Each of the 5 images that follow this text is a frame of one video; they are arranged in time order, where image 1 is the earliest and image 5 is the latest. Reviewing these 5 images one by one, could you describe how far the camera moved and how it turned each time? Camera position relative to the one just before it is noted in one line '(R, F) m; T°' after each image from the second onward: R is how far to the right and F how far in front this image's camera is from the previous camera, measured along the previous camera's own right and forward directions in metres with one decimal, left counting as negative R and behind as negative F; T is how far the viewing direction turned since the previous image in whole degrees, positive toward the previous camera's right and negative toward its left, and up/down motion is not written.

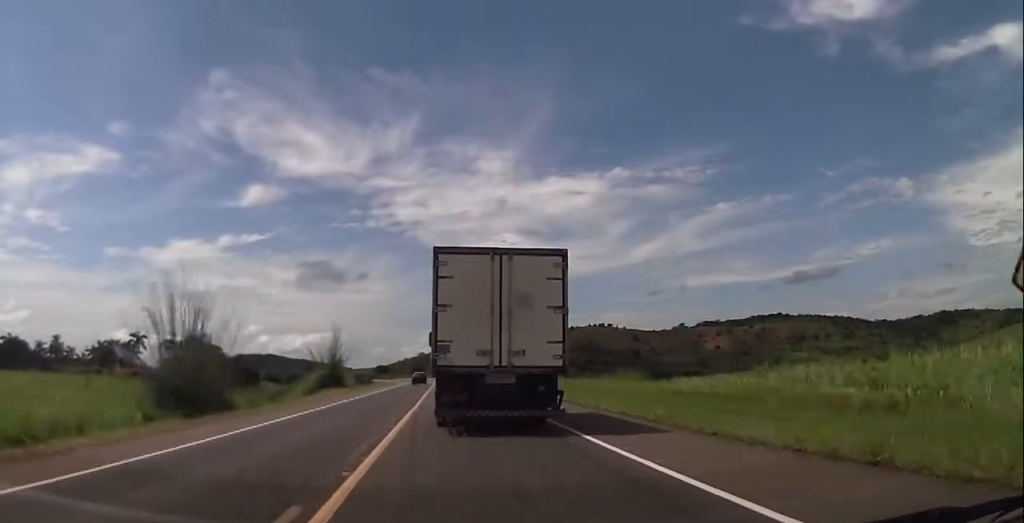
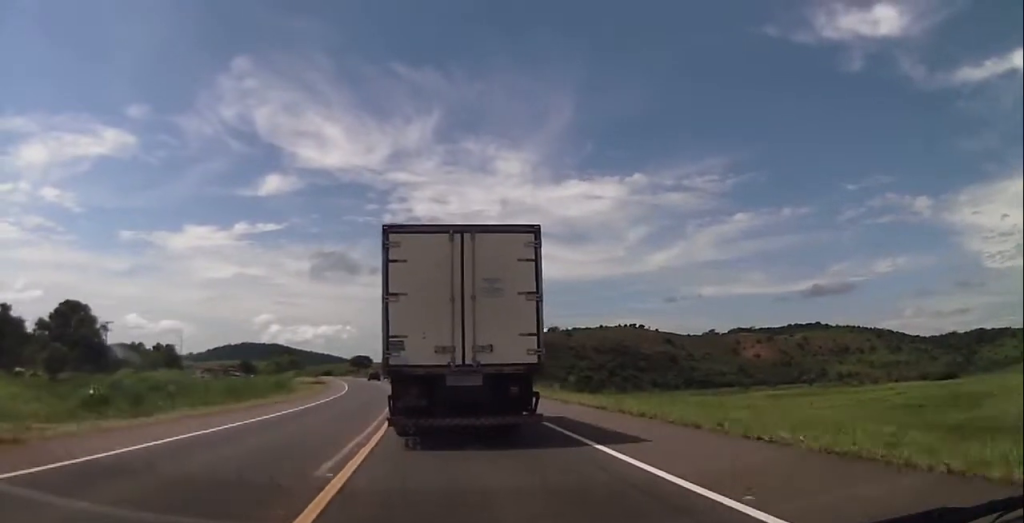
(-0.6, +94.6) m; 0°
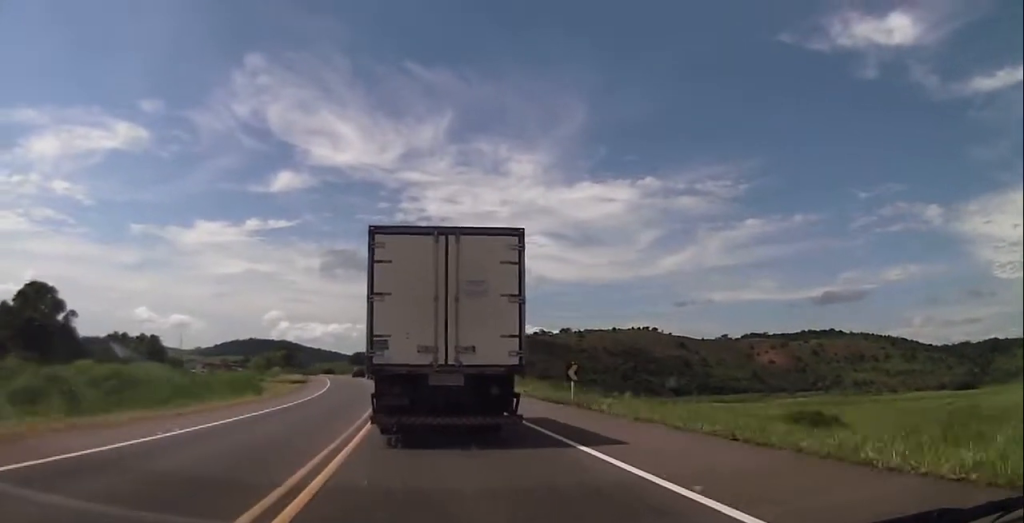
(+0.2, +16.8) m; -1°
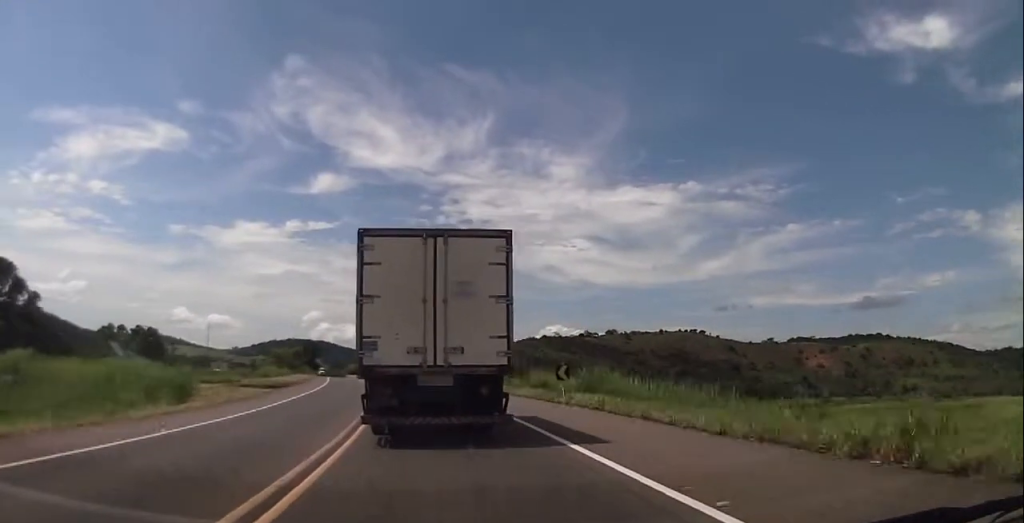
(-0.5, +25.1) m; -3°
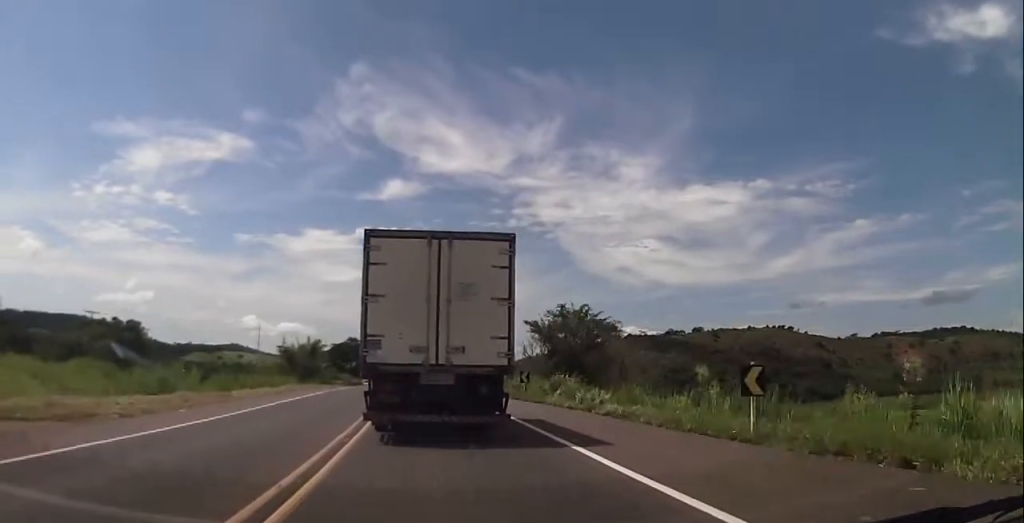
(-2.3, +44.2) m; -5°
